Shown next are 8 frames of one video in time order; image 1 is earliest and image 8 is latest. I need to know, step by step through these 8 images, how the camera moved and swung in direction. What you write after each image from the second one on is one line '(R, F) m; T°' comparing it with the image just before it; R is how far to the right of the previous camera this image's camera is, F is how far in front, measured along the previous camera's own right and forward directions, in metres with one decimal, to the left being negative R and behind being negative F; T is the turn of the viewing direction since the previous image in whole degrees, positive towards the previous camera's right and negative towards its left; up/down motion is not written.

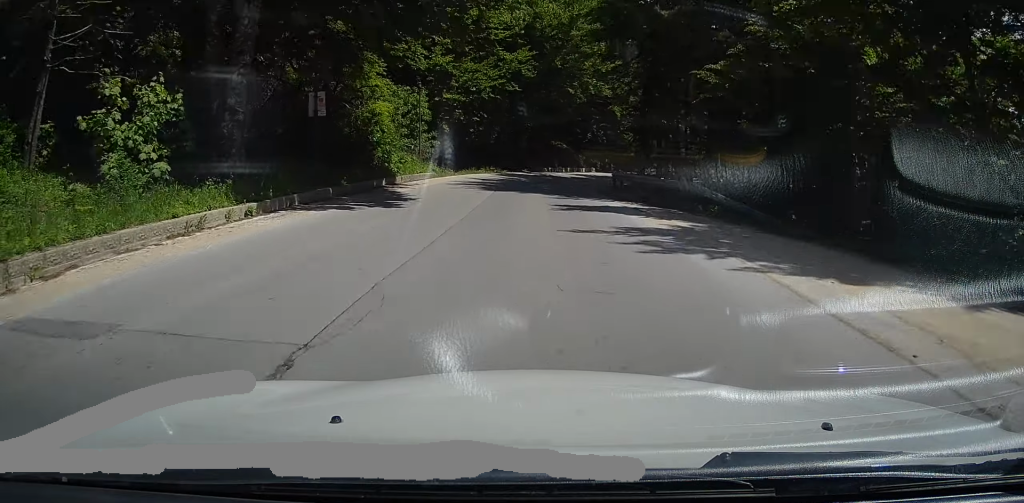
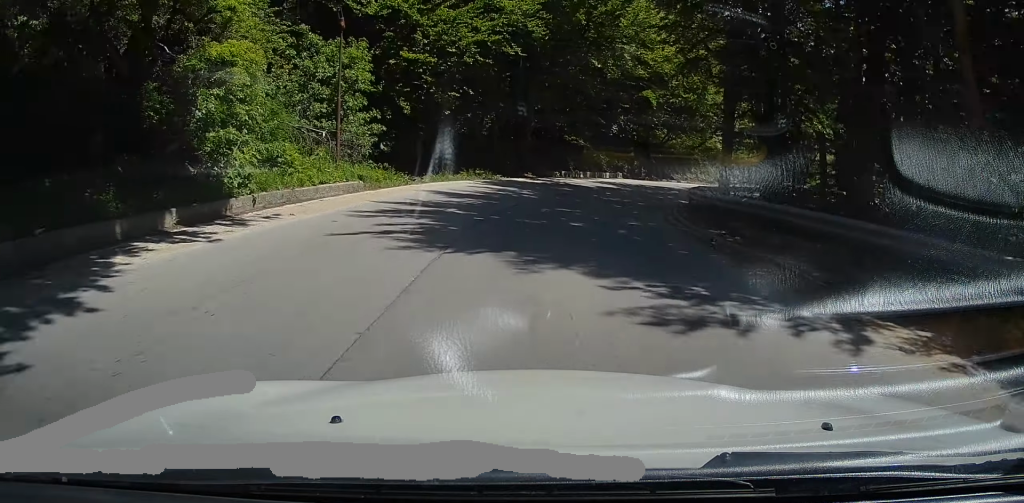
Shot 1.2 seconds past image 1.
(-0.4, +15.7) m; +1°
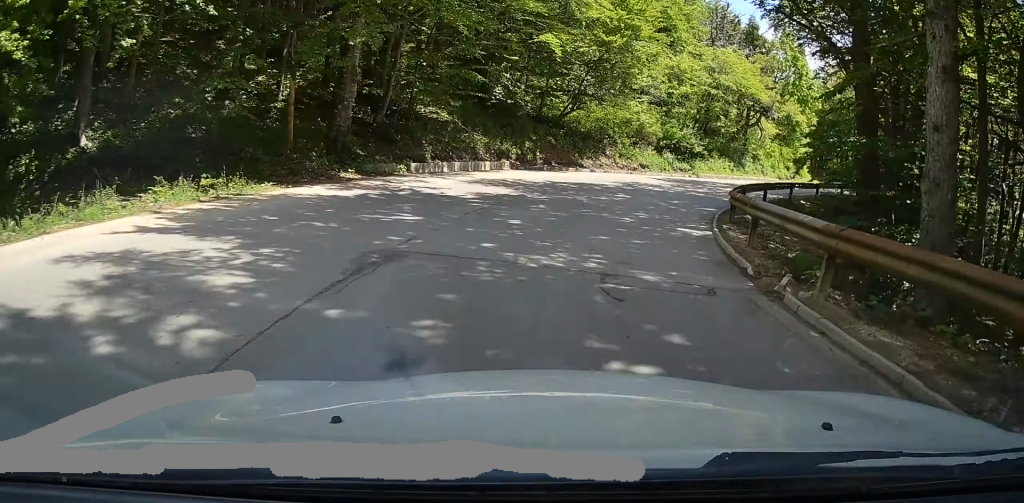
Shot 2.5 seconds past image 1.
(+0.9, +16.9) m; +7°
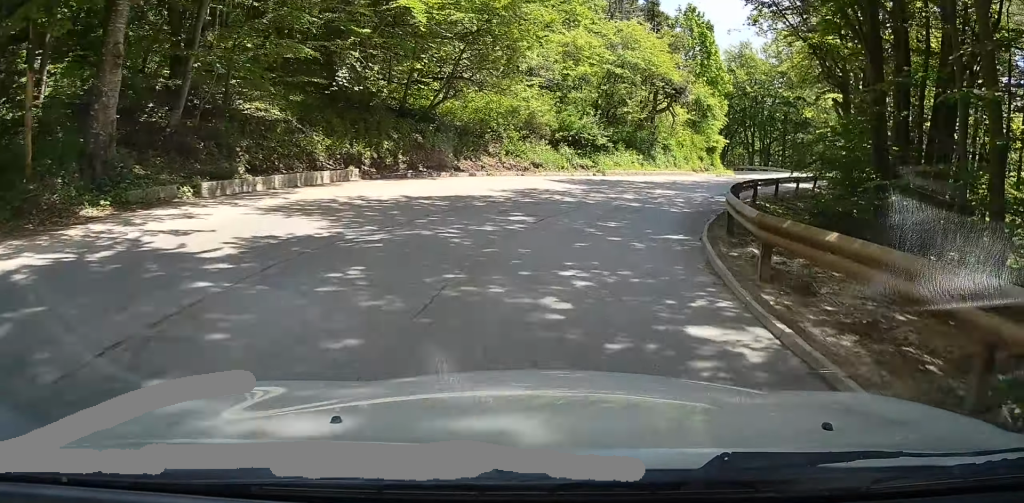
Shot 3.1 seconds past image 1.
(+0.3, +7.7) m; +5°
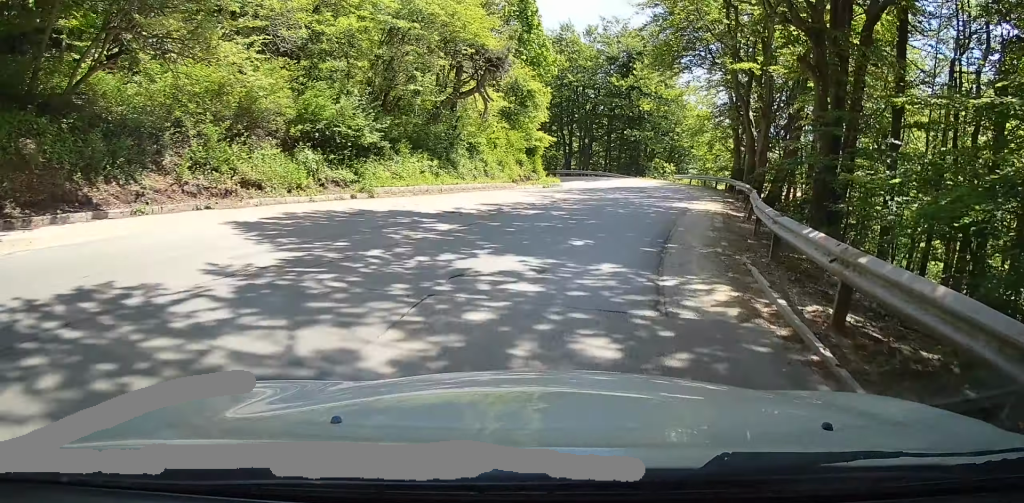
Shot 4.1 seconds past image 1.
(+1.2, +13.1) m; +13°
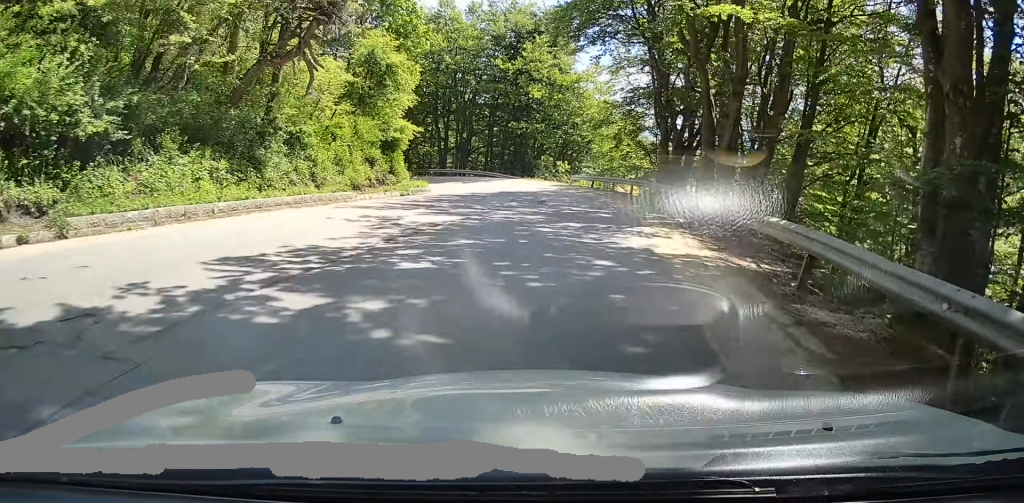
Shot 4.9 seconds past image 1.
(+0.7, +8.6) m; +10°
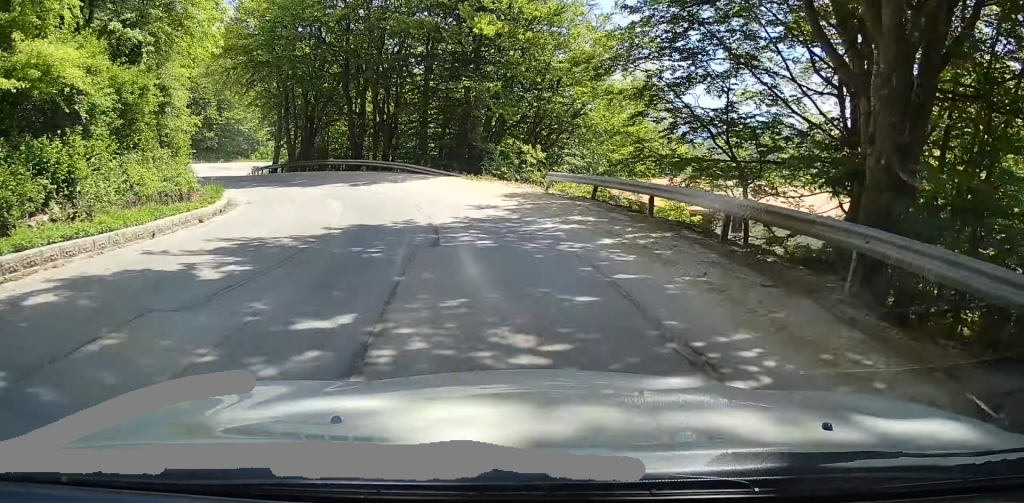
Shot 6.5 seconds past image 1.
(+2.1, +19.1) m; +2°
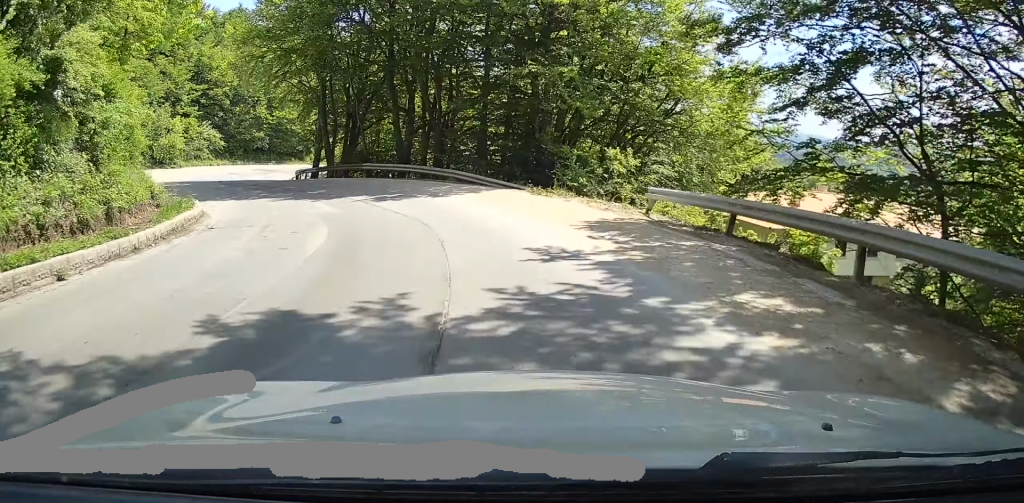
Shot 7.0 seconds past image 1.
(-0.2, +6.3) m; -4°
